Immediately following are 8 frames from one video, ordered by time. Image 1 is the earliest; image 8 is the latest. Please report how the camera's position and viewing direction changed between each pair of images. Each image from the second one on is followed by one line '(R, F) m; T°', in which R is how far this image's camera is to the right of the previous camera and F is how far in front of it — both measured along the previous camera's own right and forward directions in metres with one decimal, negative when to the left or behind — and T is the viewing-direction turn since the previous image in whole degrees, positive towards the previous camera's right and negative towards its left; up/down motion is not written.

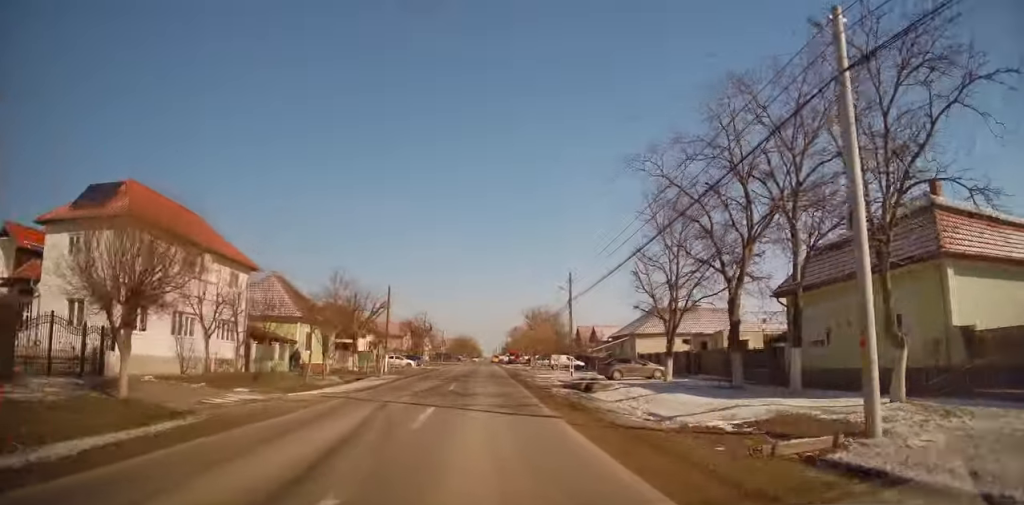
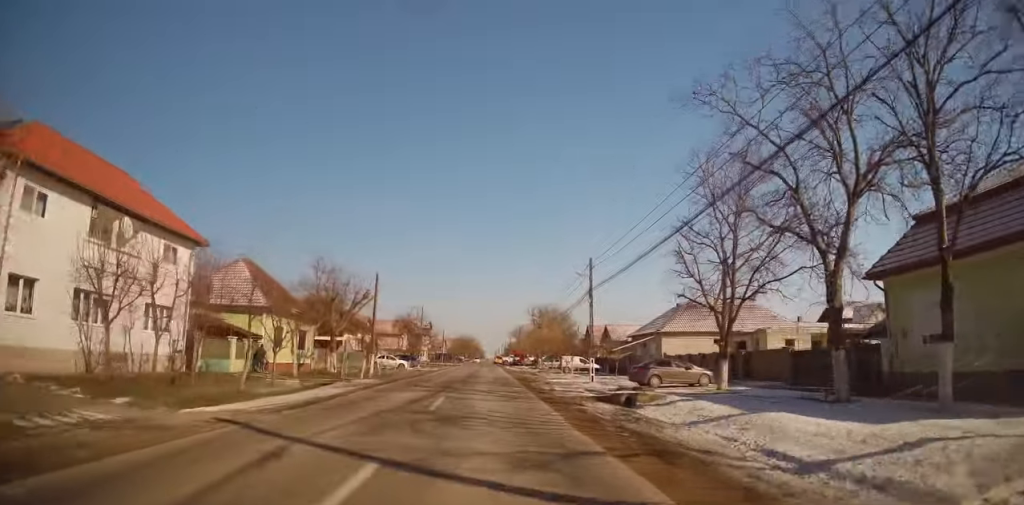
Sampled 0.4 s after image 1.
(-0.4, +7.0) m; 0°
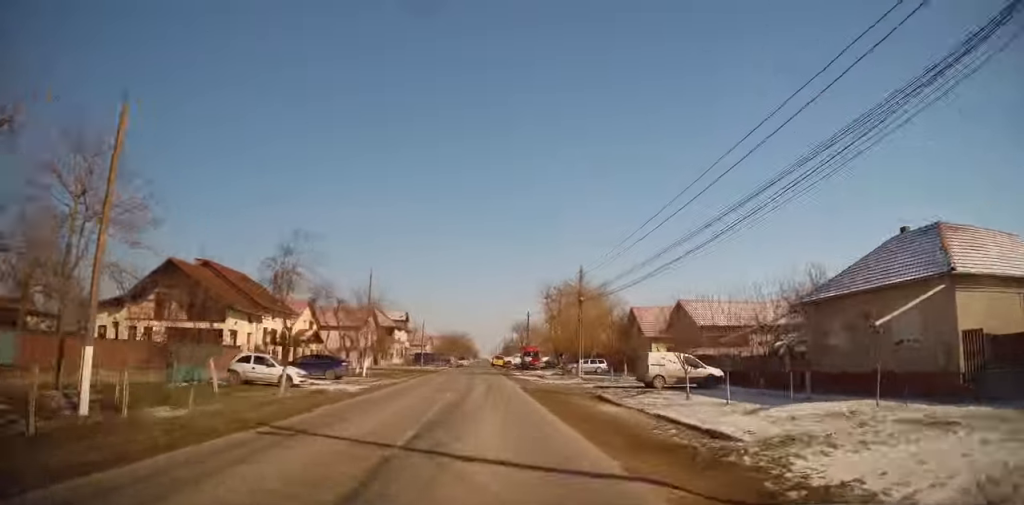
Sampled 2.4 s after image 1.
(+0.2, +31.4) m; 0°
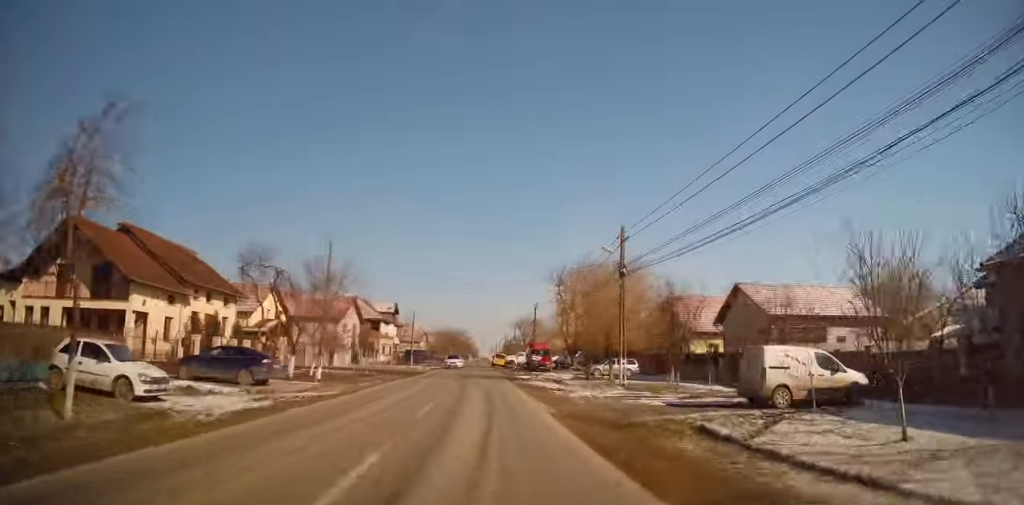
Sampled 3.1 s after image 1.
(-0.1, +11.6) m; -1°
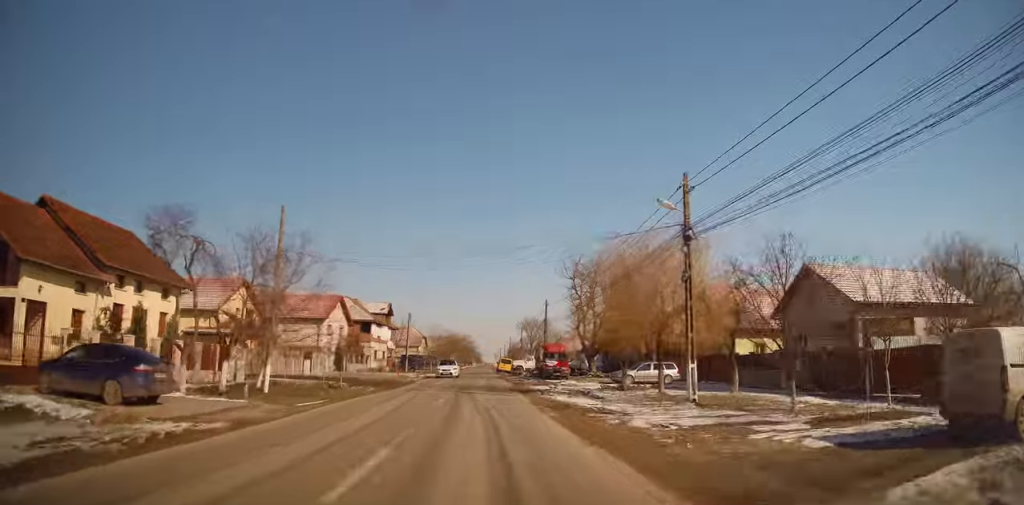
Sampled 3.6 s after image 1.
(-0.1, +8.3) m; 0°
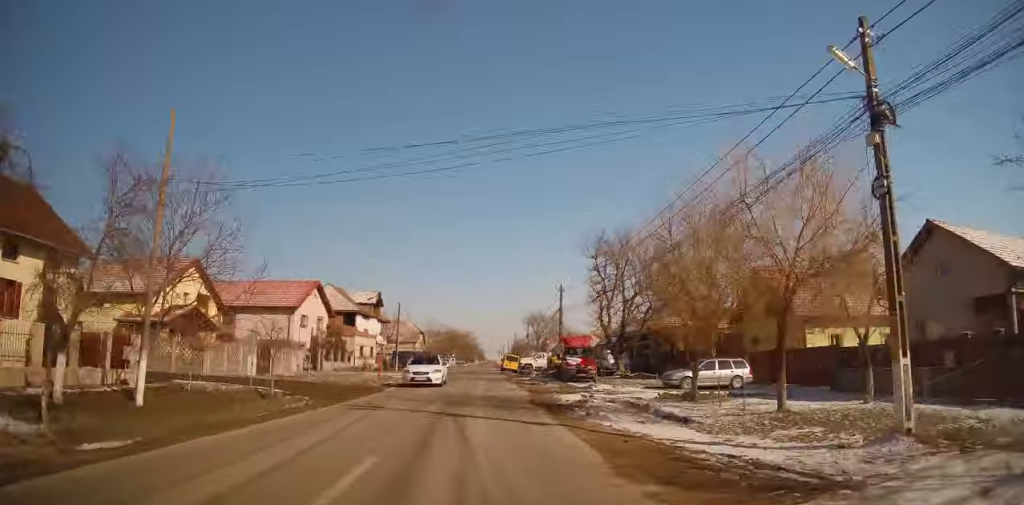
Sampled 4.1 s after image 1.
(0.0, +9.5) m; +1°
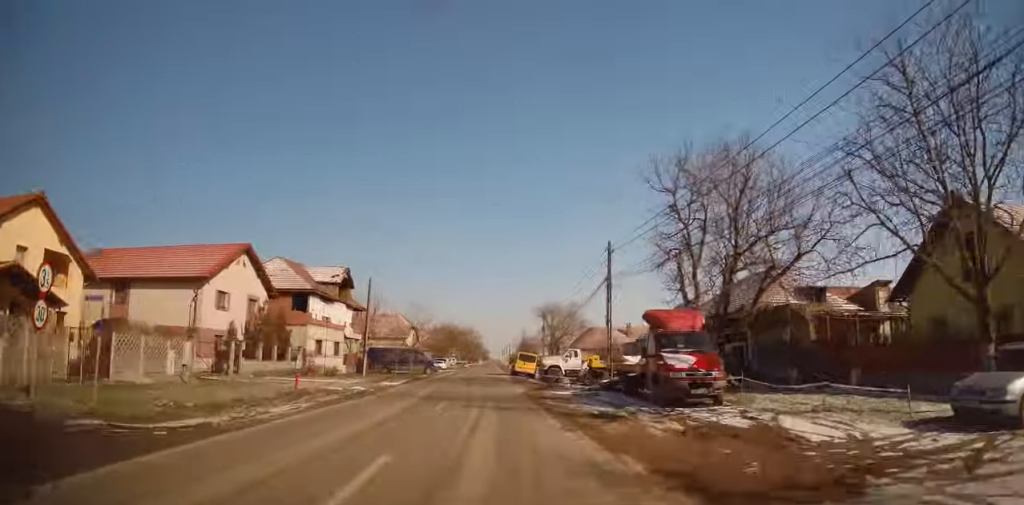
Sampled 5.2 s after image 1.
(+0.2, +17.5) m; +1°
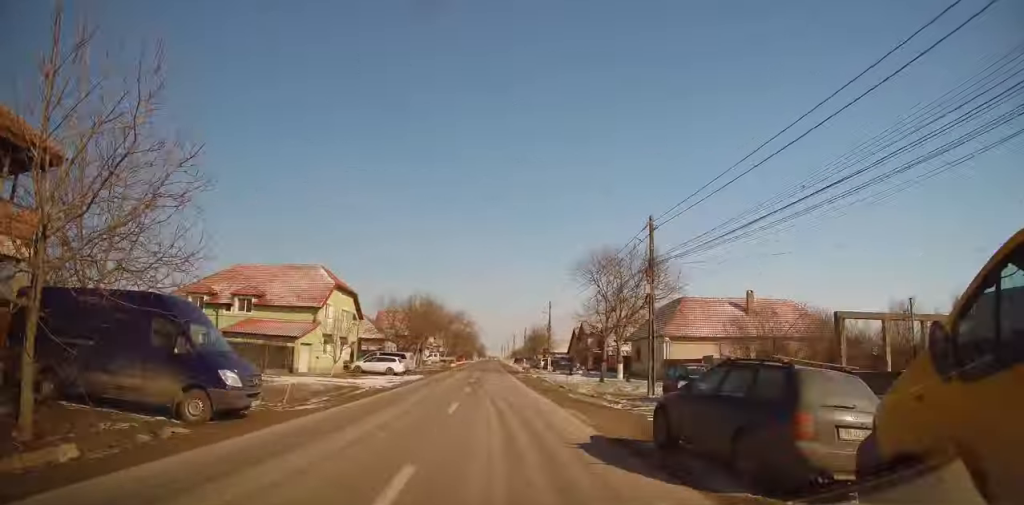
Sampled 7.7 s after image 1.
(-0.4, +43.6) m; 0°
